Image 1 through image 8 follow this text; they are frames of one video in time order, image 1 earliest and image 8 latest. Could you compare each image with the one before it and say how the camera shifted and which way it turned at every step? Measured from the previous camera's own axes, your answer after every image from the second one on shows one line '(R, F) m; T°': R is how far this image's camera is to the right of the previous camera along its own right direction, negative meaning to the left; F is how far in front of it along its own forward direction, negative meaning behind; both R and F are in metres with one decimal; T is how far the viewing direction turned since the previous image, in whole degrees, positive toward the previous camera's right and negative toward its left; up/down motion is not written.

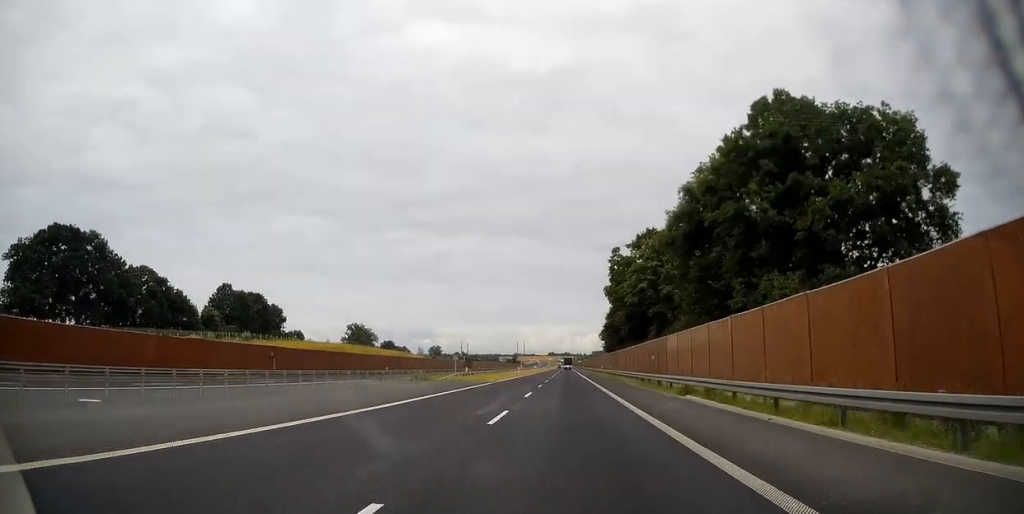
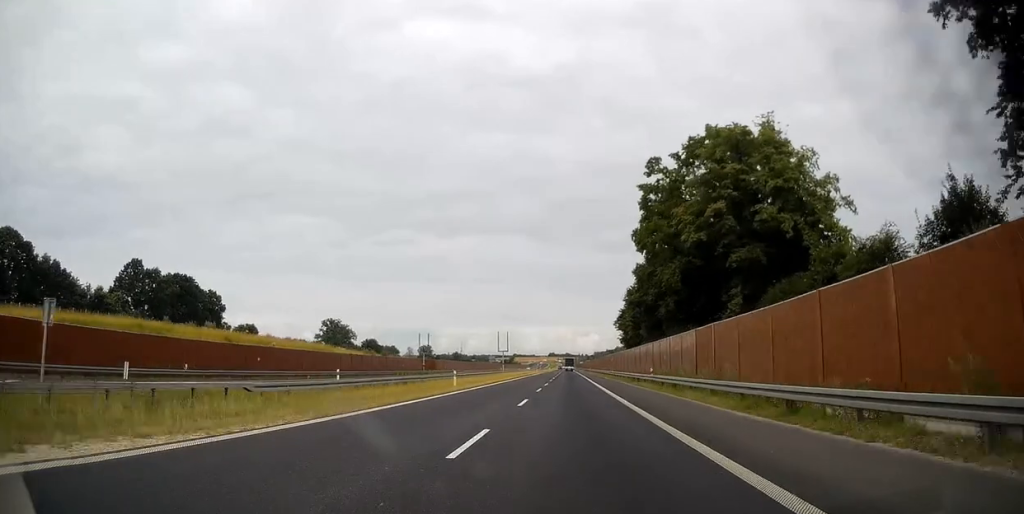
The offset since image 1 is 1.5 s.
(-0.2, +52.6) m; 0°
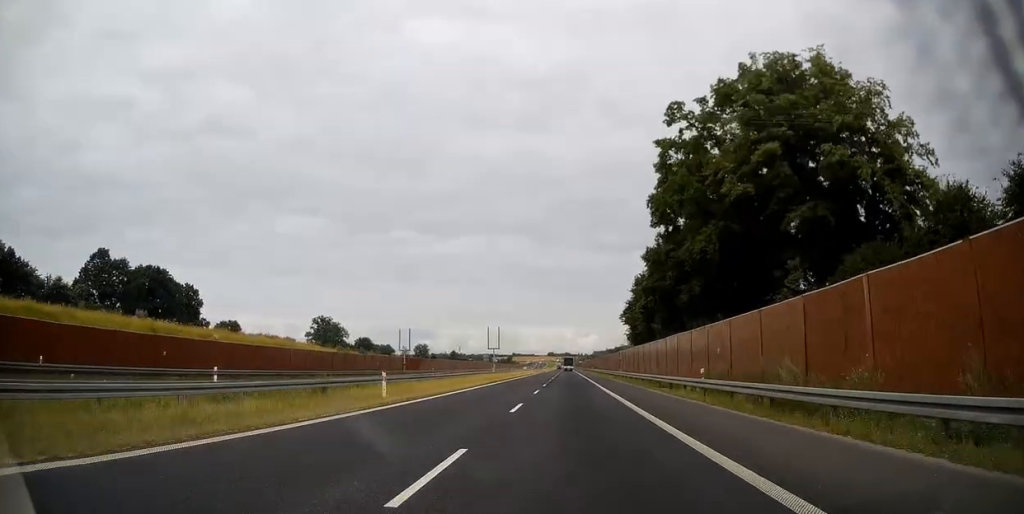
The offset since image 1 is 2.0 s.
(0.0, +14.8) m; 0°
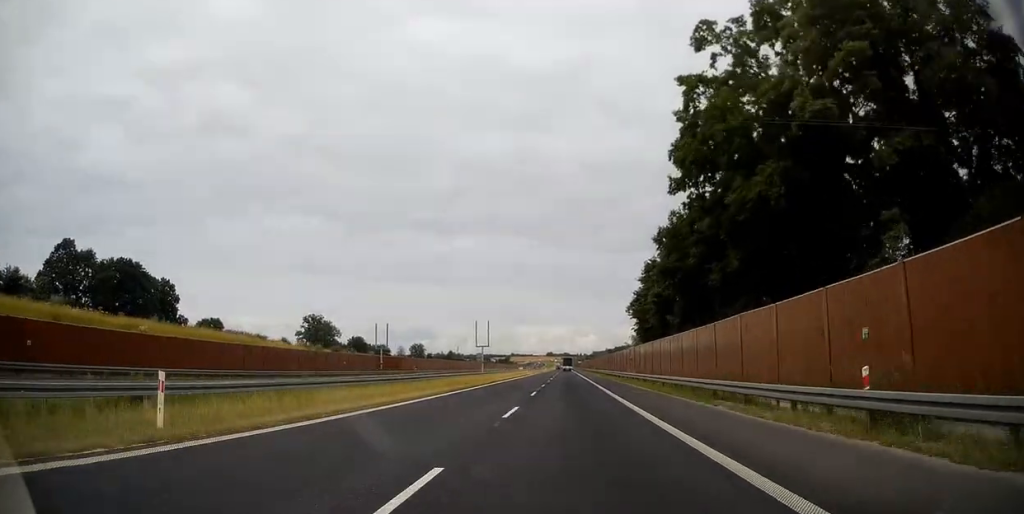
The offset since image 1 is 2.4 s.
(0.0, +13.7) m; 0°
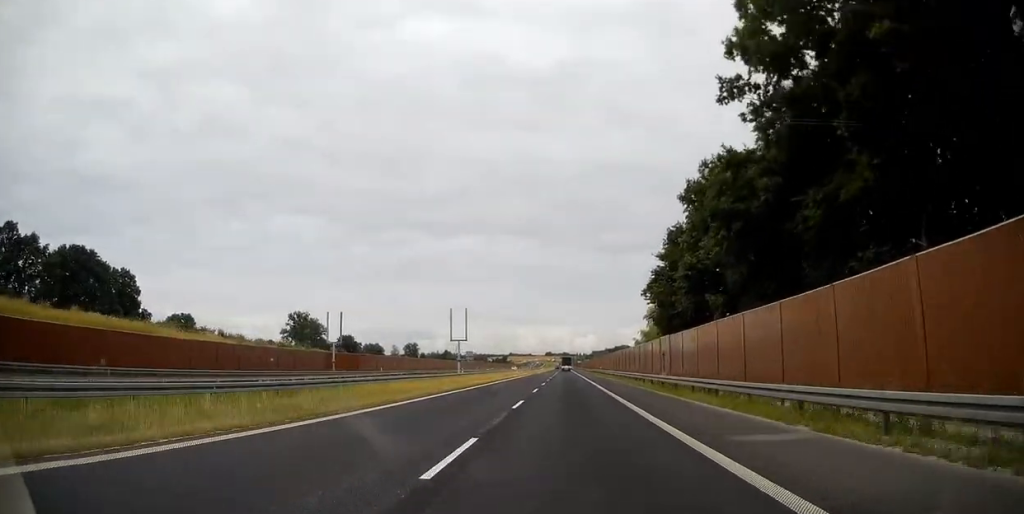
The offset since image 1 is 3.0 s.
(0.0, +20.5) m; 0°
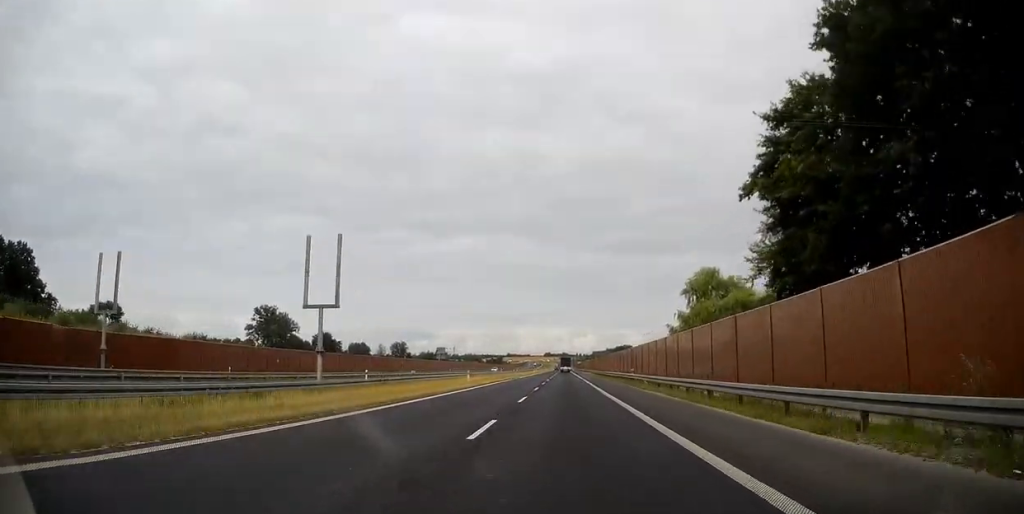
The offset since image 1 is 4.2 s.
(+0.1, +43.4) m; 0°
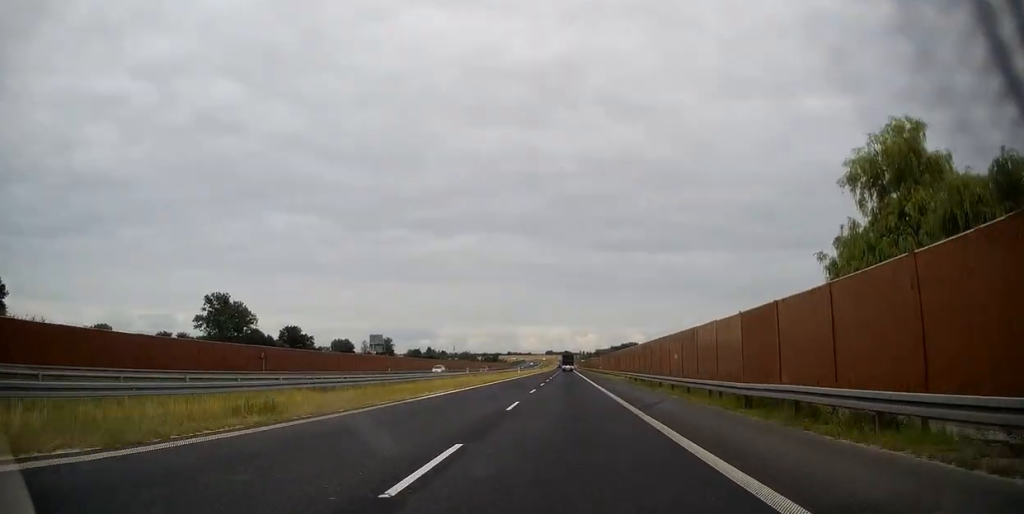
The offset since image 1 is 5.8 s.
(0.0, +52.5) m; 0°
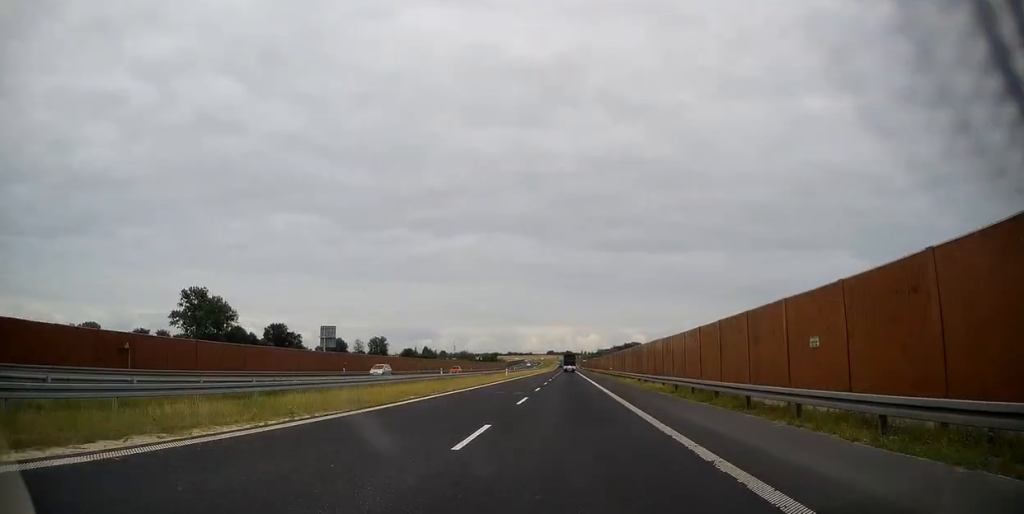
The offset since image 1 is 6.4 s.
(-0.1, +20.5) m; 0°
